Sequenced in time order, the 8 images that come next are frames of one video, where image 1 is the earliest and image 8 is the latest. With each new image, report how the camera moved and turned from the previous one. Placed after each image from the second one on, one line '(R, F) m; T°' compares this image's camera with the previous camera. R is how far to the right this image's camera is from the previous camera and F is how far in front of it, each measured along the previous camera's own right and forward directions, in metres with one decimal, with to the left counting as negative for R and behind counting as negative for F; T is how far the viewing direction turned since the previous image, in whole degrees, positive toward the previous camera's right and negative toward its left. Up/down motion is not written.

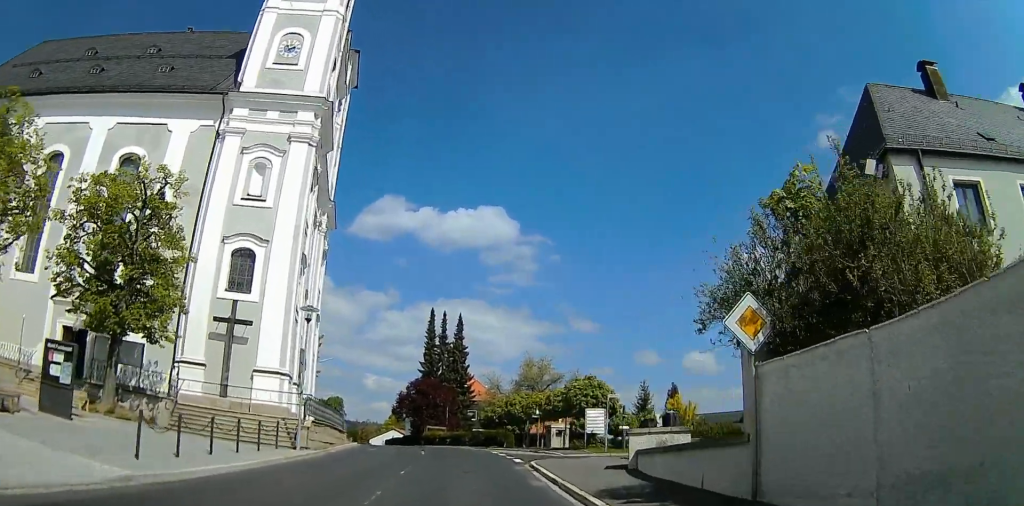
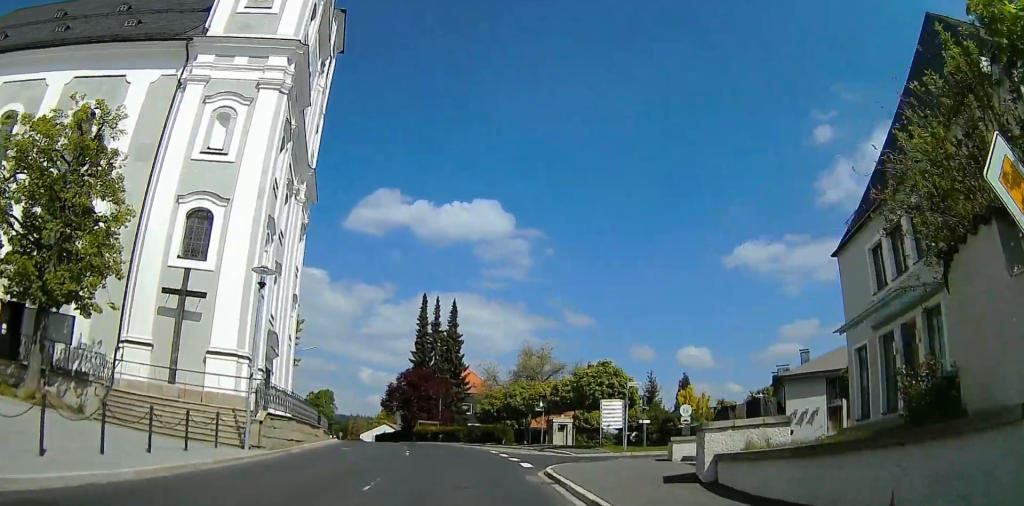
(-0.1, +4.7) m; 0°
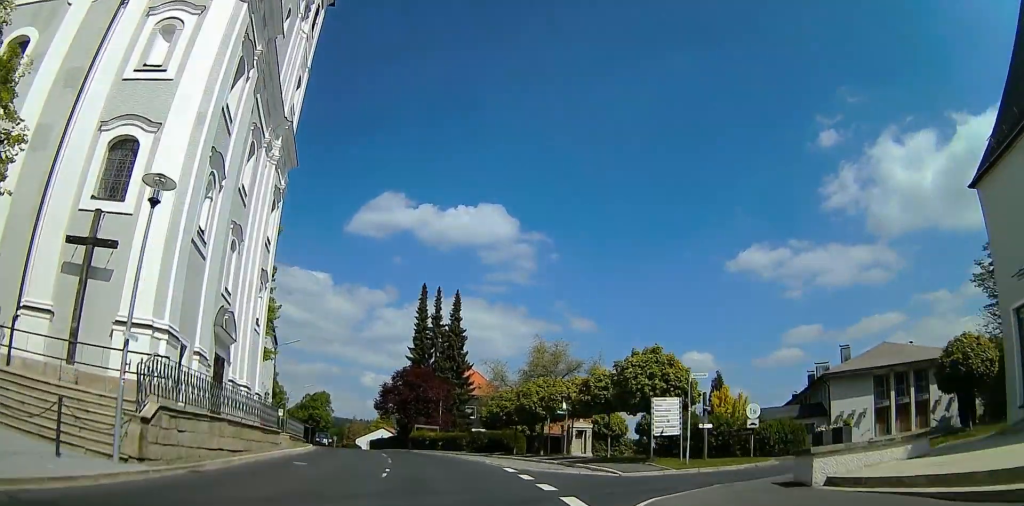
(+0.3, +7.6) m; +1°
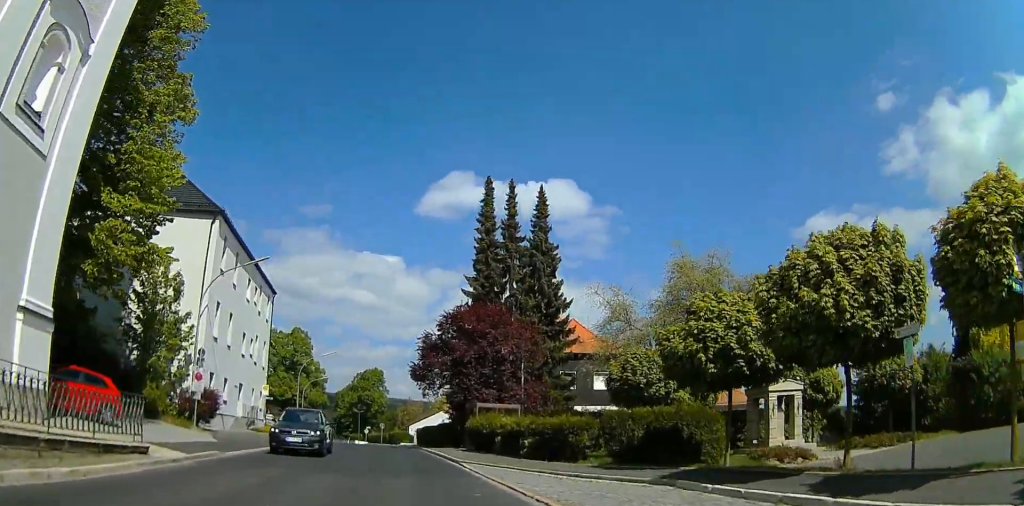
(-1.2, +25.2) m; -5°
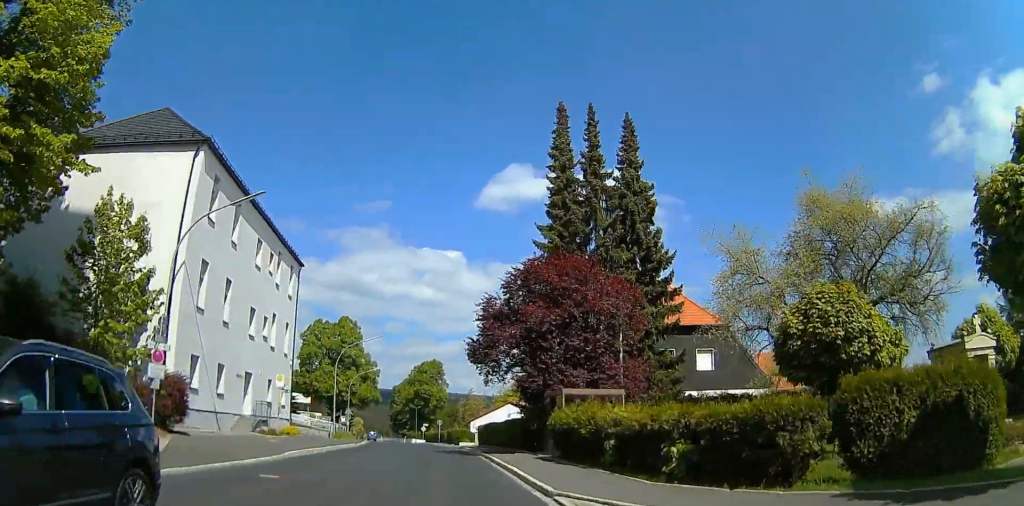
(-0.2, +9.6) m; -10°
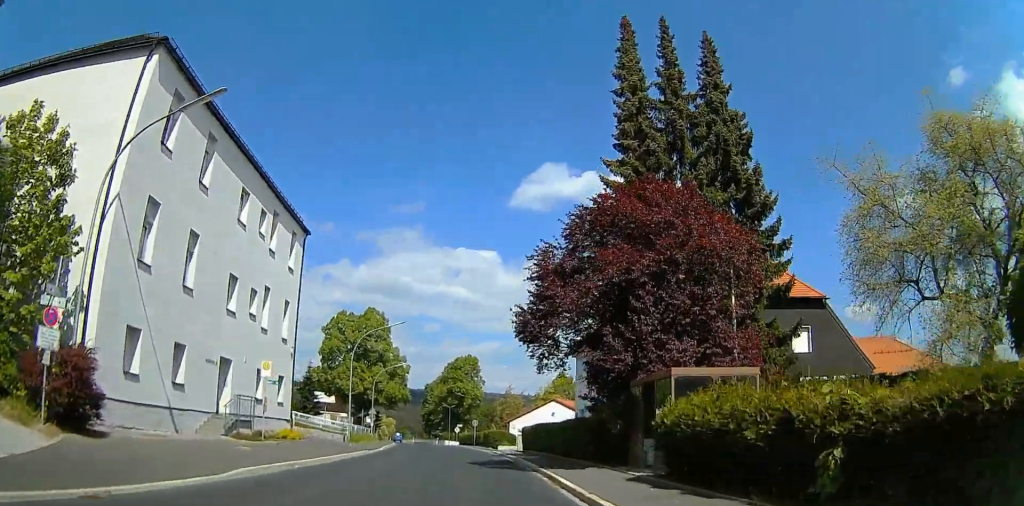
(-1.6, +7.0) m; -6°
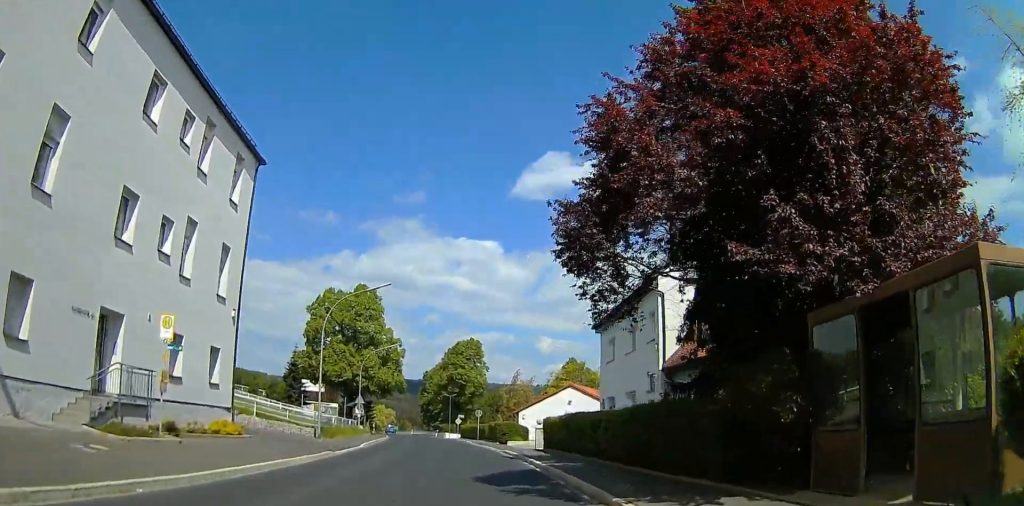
(+1.2, +8.8) m; +6°
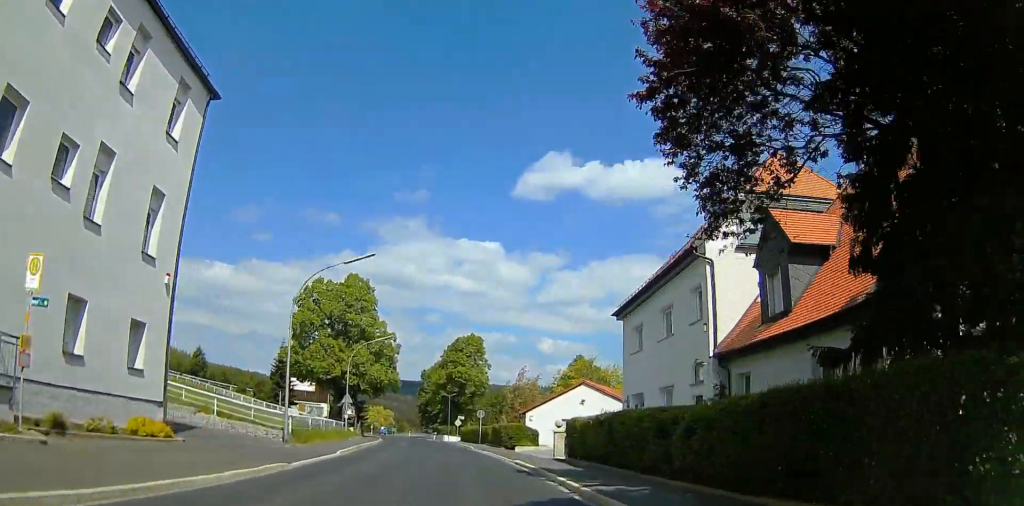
(-0.4, +6.0) m; 0°
